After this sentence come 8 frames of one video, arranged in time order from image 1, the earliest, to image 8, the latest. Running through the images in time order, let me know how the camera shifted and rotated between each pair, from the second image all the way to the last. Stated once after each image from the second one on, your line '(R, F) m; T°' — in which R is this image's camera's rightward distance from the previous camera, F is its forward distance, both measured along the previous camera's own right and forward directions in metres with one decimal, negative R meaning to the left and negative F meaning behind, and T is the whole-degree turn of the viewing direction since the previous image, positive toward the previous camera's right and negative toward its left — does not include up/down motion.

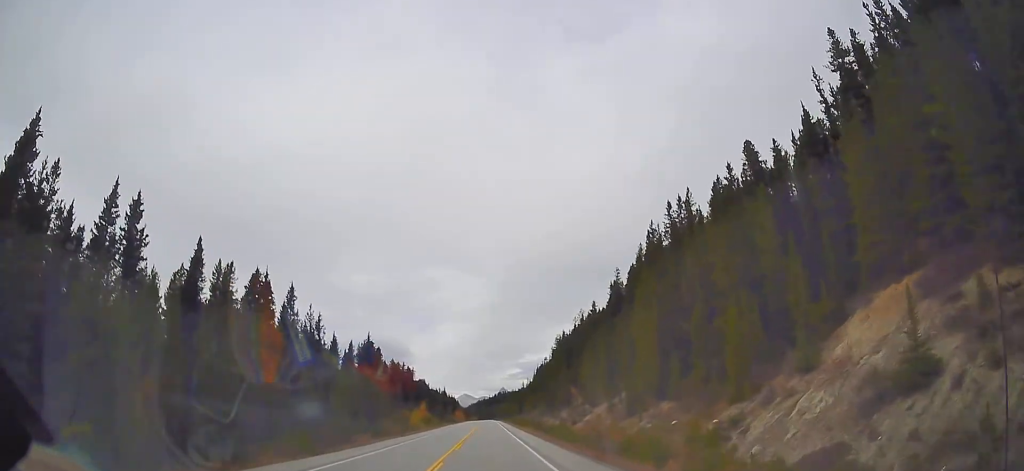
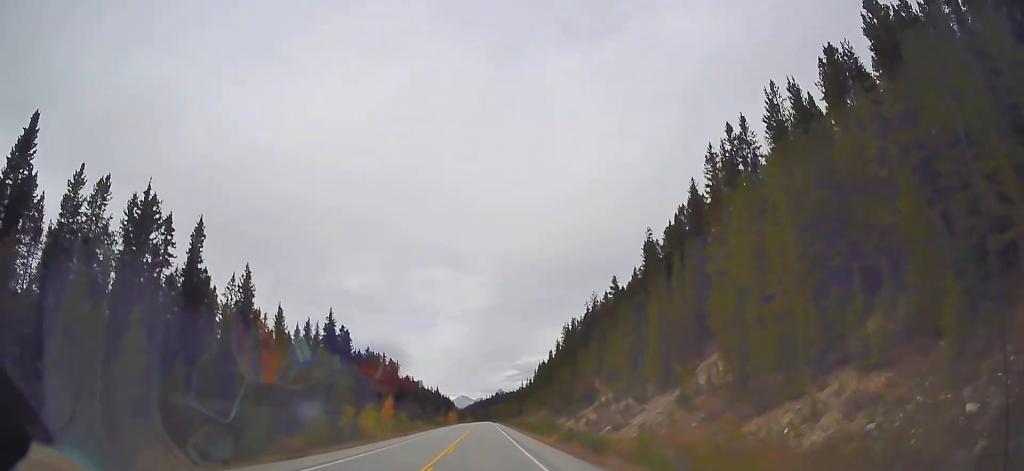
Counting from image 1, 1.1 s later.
(+0.4, +26.4) m; +1°
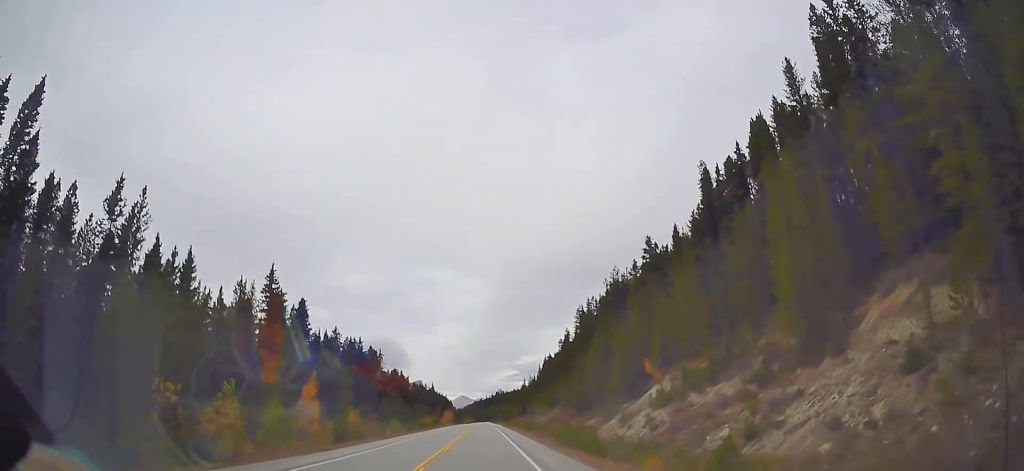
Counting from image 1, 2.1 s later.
(0.0, +26.5) m; -1°
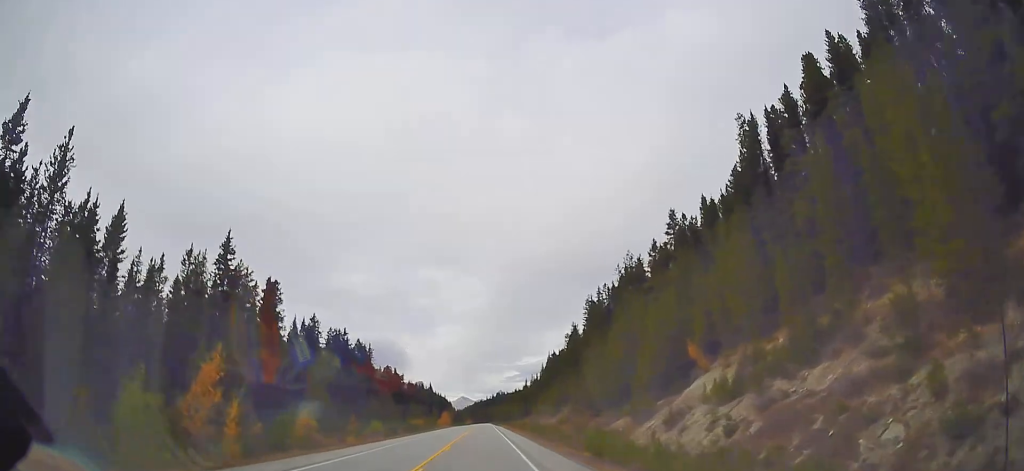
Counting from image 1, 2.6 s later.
(+0.1, +12.4) m; -1°
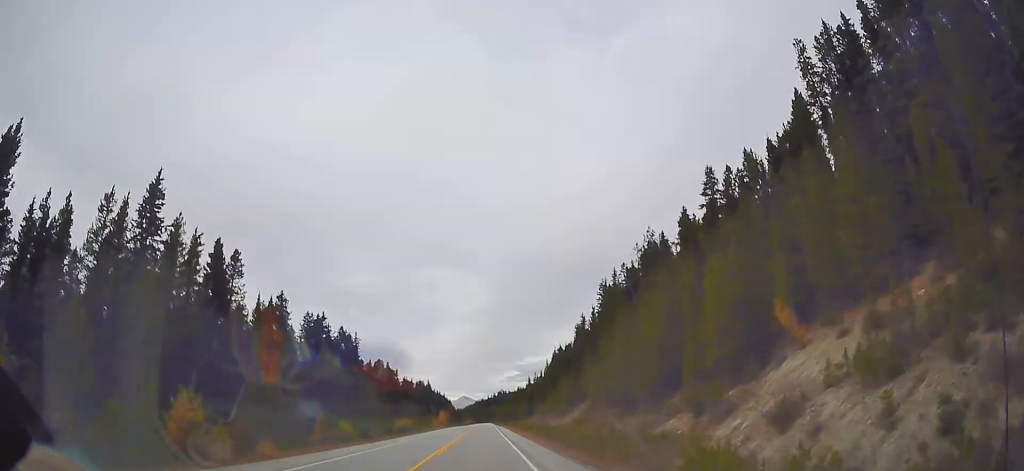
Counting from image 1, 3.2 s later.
(-0.3, +15.0) m; 0°
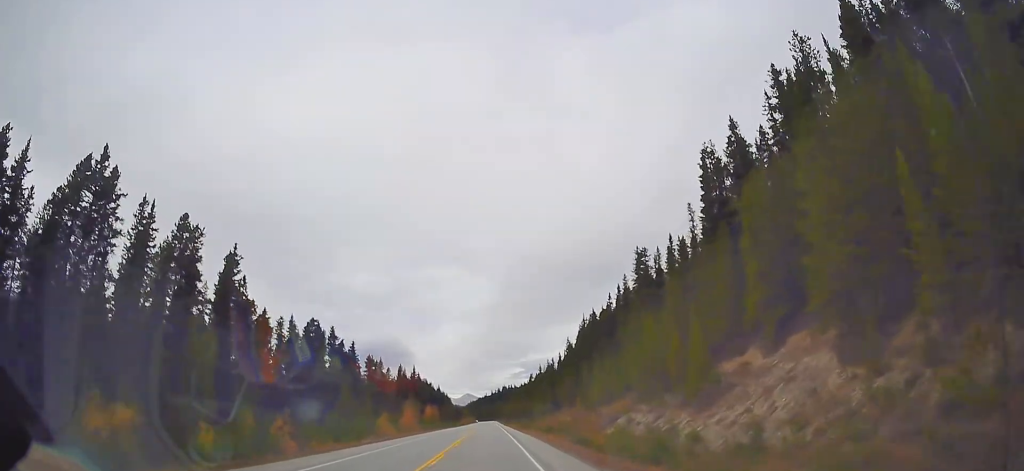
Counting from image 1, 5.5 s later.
(-0.1, +57.0) m; -1°
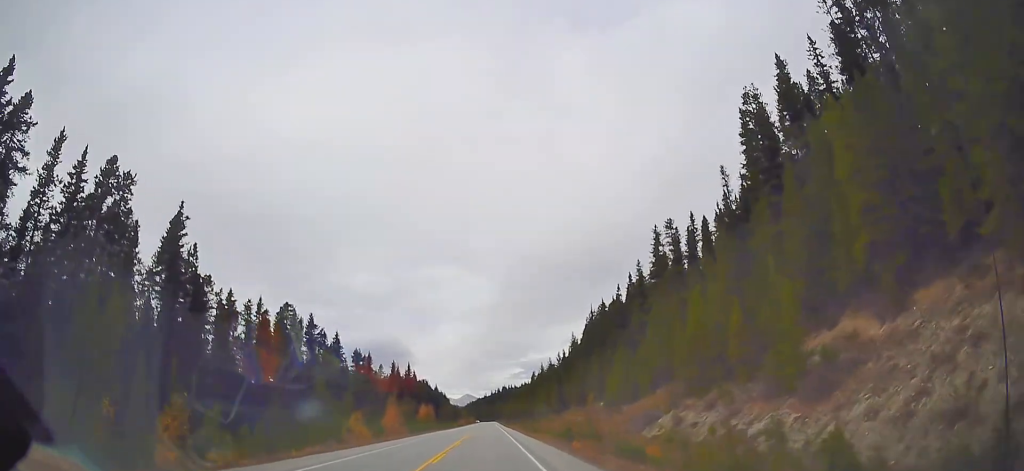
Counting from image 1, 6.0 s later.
(0.0, +11.7) m; 0°
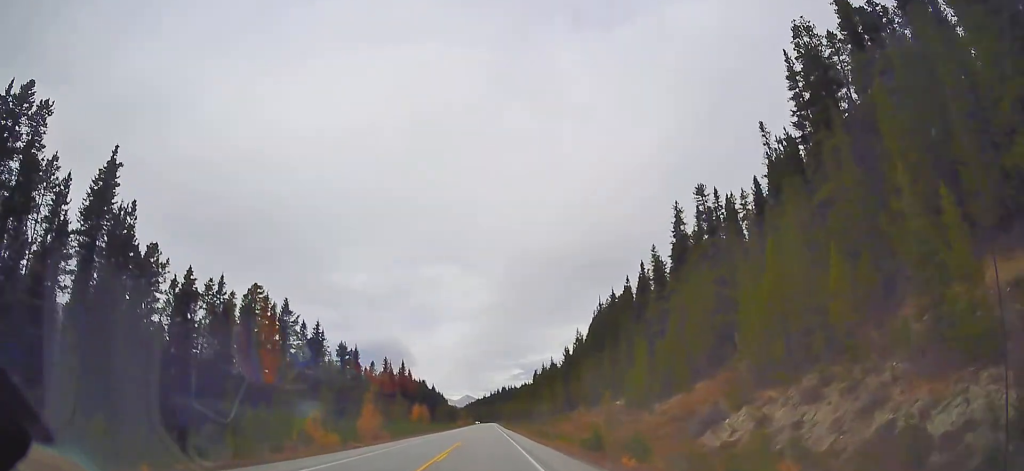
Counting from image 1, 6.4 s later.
(0.0, +11.8) m; 0°
